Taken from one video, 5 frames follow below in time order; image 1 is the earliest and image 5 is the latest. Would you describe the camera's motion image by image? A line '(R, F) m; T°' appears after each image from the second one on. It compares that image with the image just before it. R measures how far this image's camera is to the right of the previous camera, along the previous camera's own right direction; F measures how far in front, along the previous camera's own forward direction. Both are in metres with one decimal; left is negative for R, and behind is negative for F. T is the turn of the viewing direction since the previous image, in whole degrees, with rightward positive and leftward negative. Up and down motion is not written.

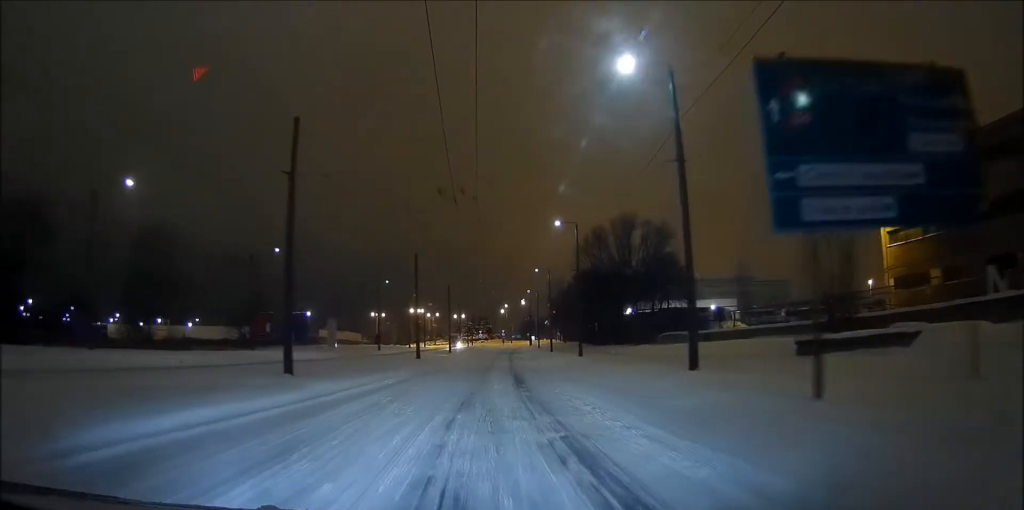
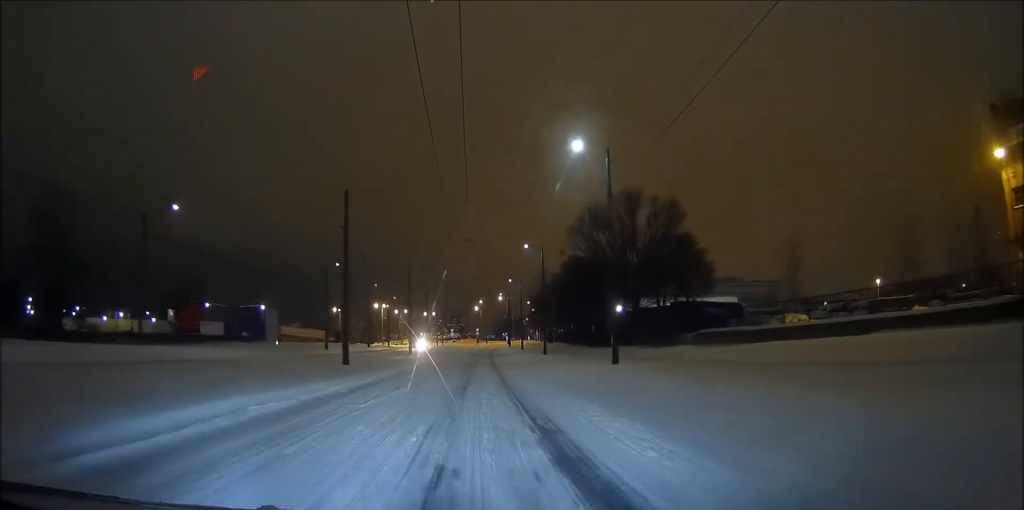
(+0.4, +17.2) m; +1°
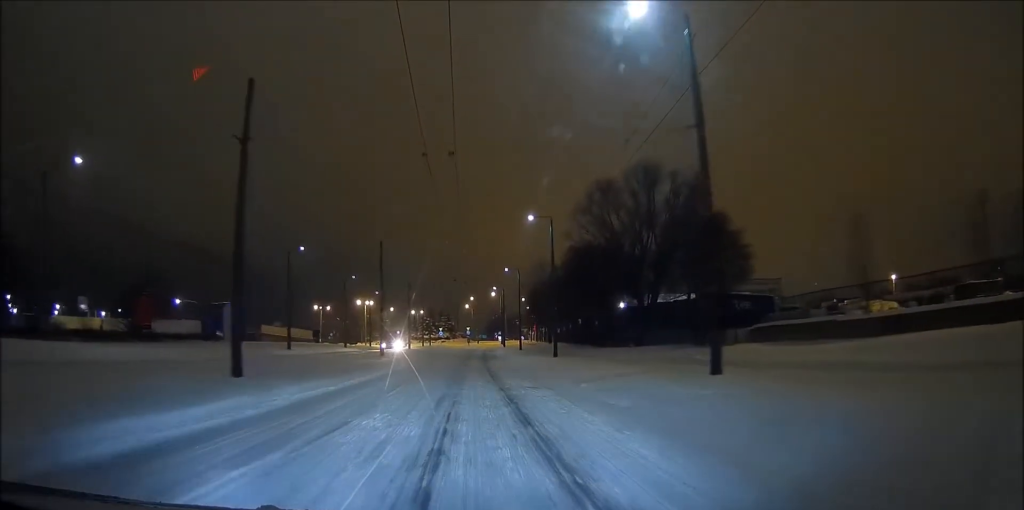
(-0.1, +10.1) m; 0°
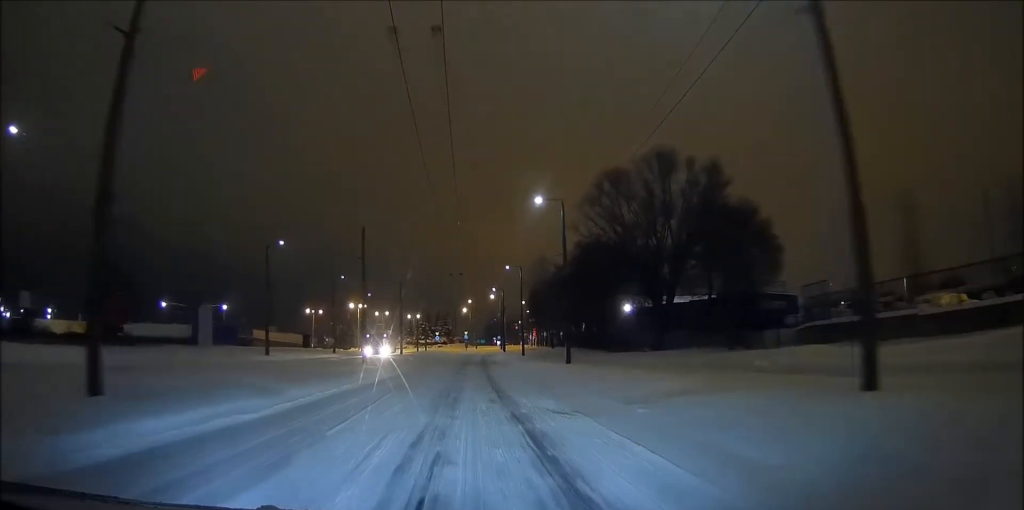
(0.0, +4.9) m; +1°
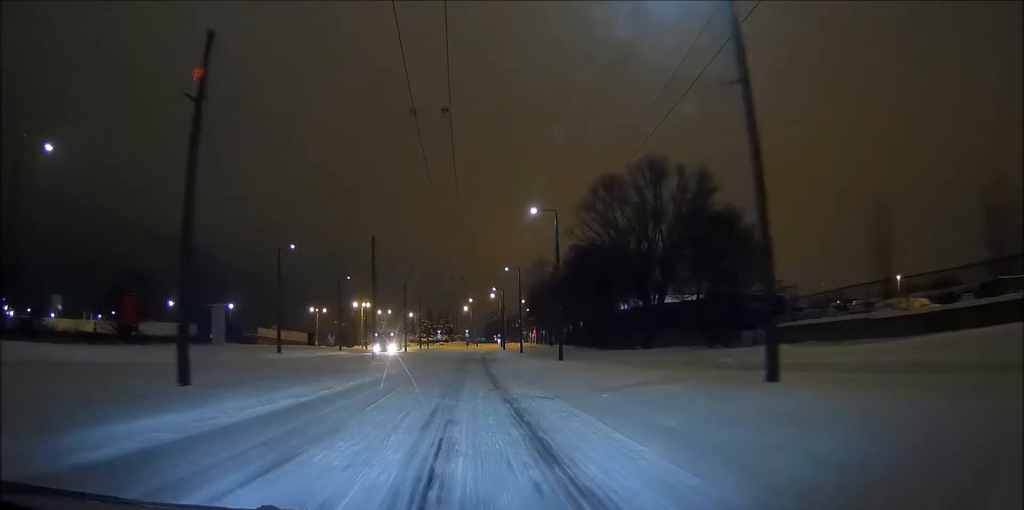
(0.0, +5.2) m; +1°
